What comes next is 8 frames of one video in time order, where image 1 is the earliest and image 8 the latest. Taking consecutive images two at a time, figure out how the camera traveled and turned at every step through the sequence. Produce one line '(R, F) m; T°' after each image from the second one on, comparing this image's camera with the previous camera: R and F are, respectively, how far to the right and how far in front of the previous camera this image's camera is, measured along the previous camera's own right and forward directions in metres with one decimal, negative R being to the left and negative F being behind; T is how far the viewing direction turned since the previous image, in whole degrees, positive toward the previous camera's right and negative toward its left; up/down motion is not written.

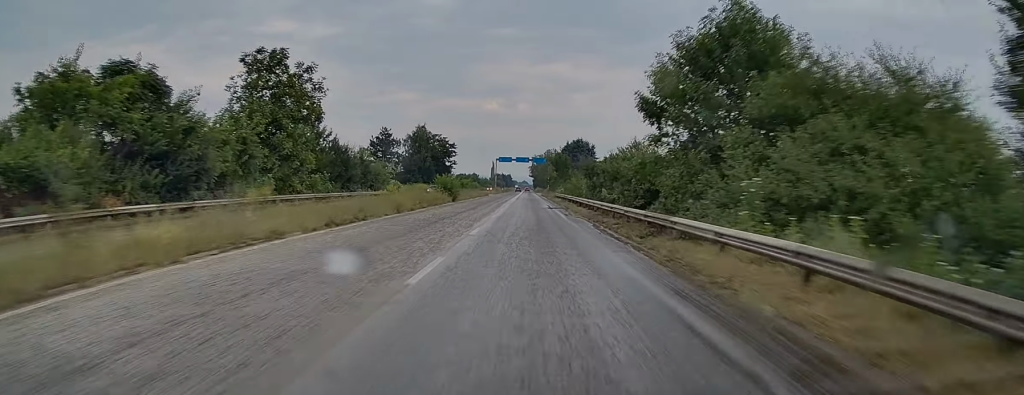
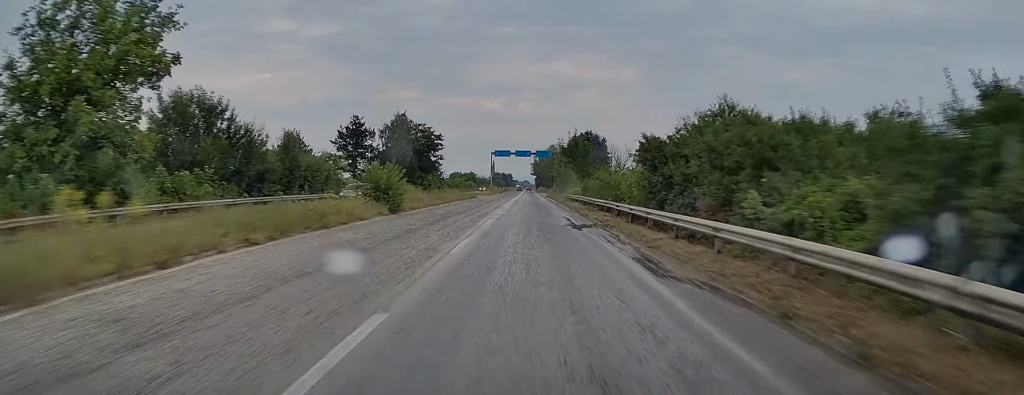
(-0.1, +22.1) m; 0°
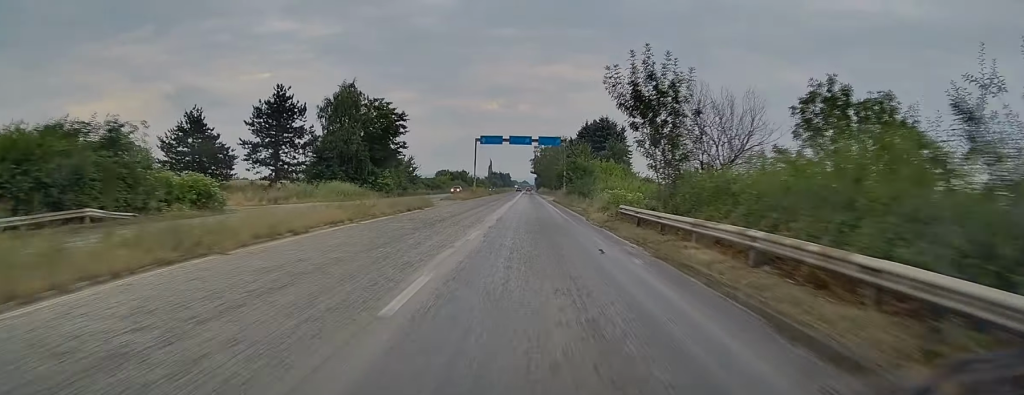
(+0.2, +32.4) m; +1°
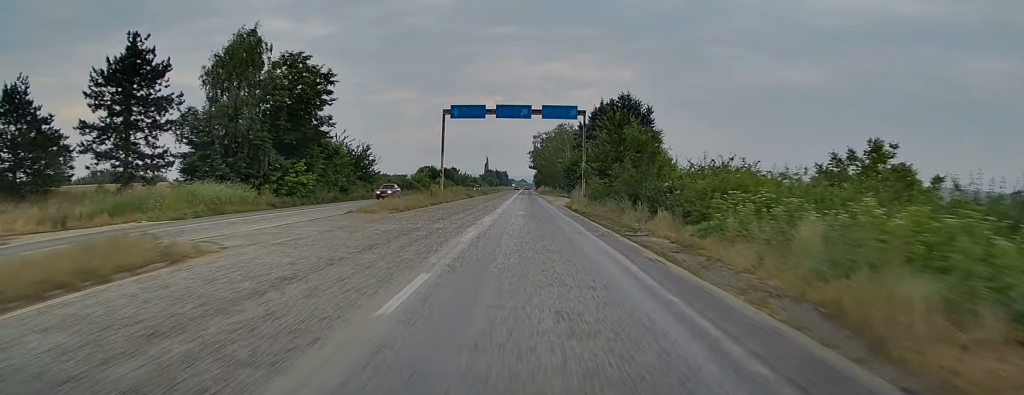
(0.0, +28.6) m; 0°
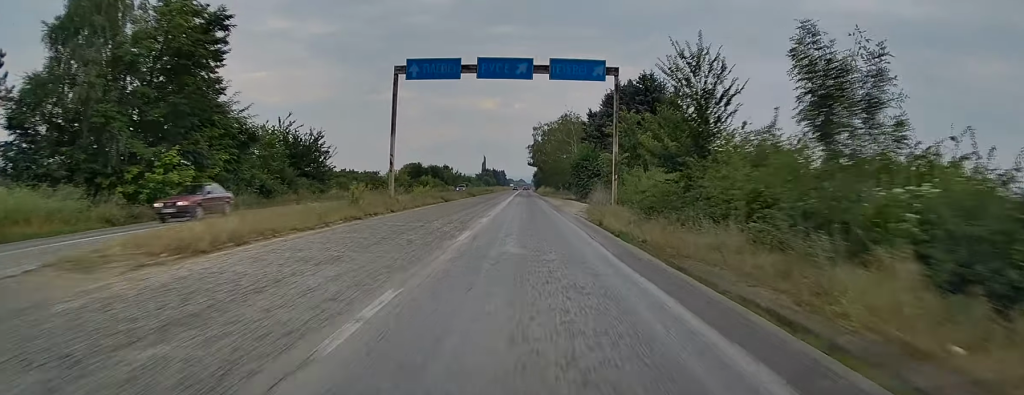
(0.0, +18.3) m; 0°
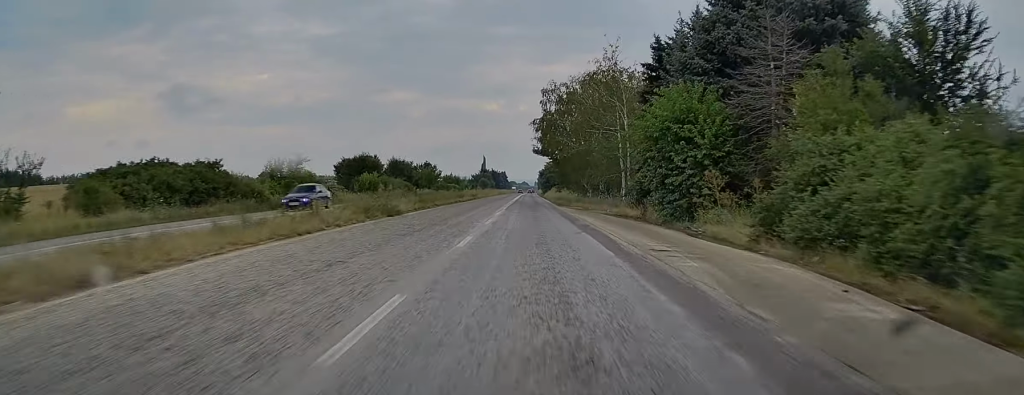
(-0.3, +44.5) m; -1°
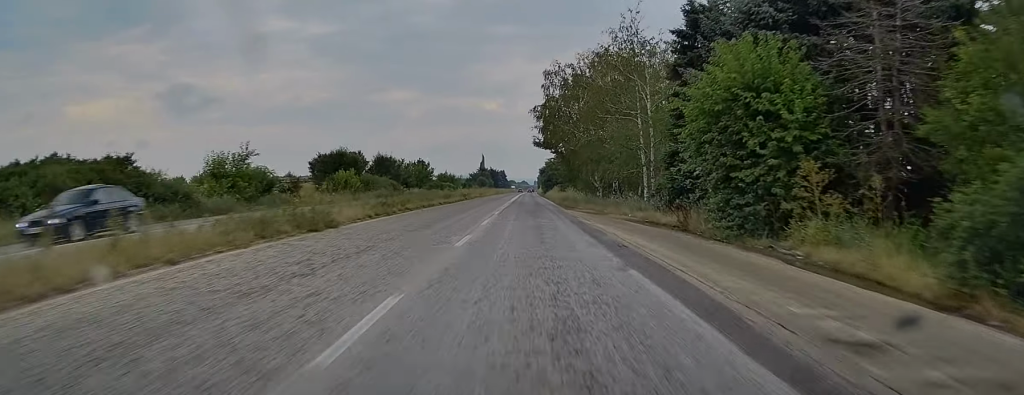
(-0.2, +9.5) m; 0°
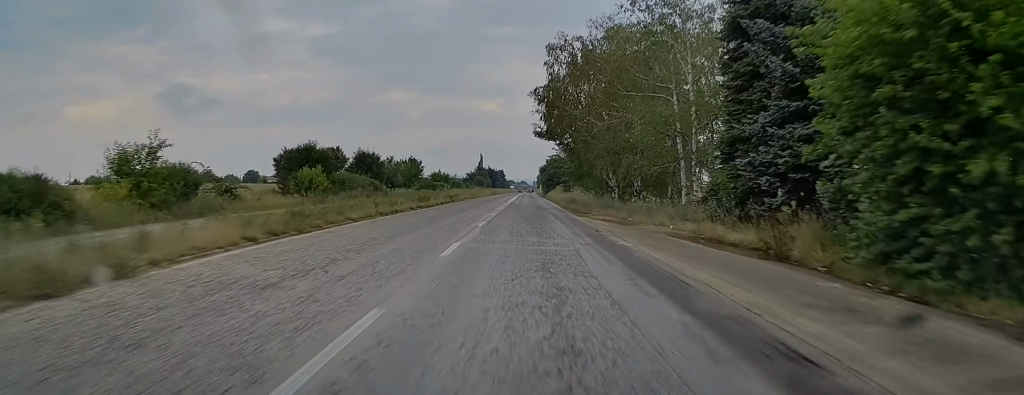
(-0.1, +10.2) m; 0°
